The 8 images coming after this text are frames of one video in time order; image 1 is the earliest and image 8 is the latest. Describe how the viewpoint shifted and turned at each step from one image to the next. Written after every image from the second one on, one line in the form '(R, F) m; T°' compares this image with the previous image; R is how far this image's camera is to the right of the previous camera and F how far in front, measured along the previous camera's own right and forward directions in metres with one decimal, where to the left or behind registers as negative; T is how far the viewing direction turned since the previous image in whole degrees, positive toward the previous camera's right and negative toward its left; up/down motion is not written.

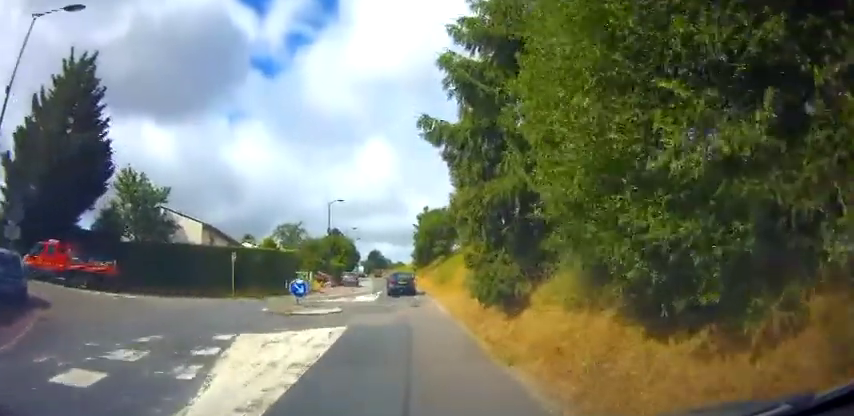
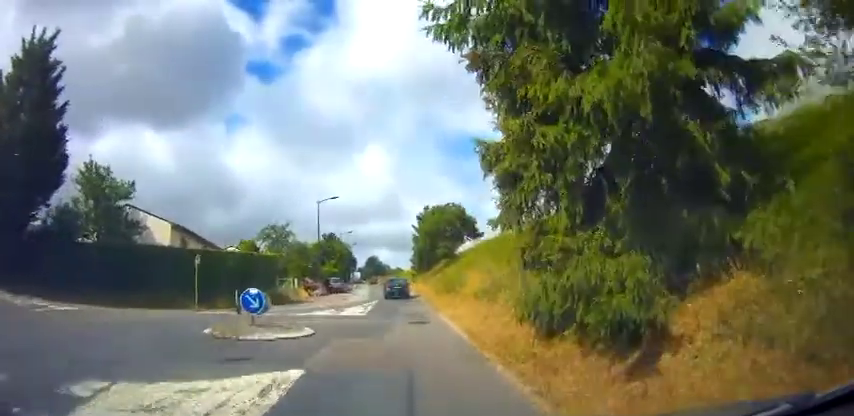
(-0.1, +5.6) m; -4°
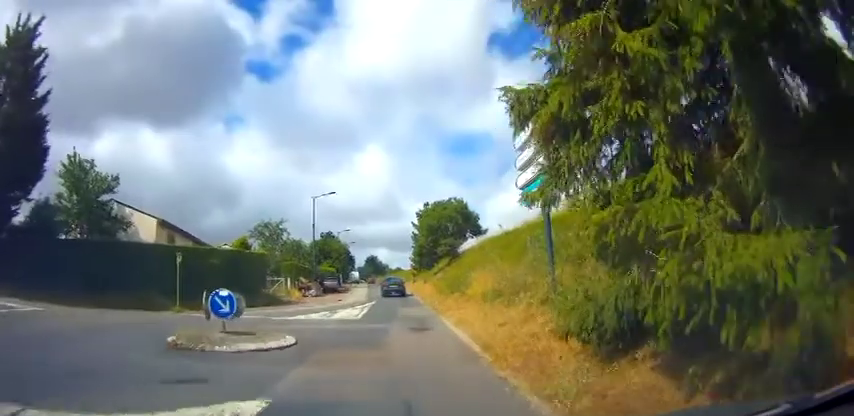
(-0.1, +2.2) m; -2°
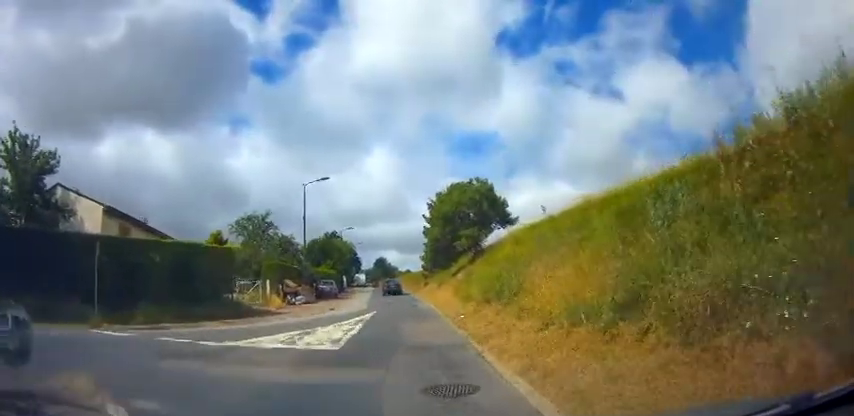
(+0.3, +7.4) m; +1°
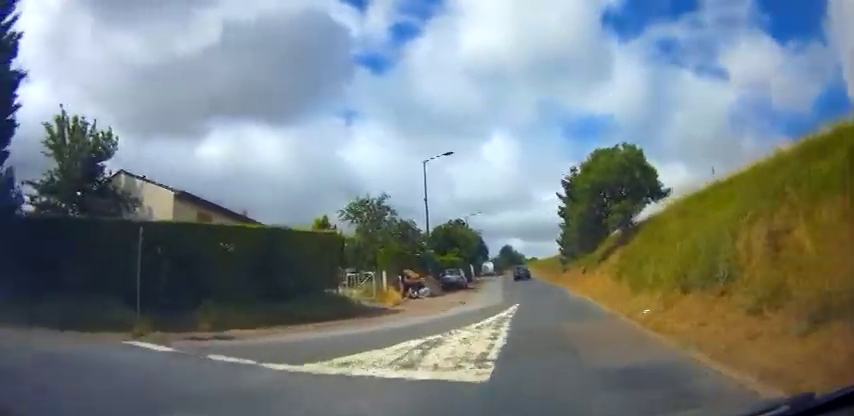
(-0.4, +4.2) m; -17°
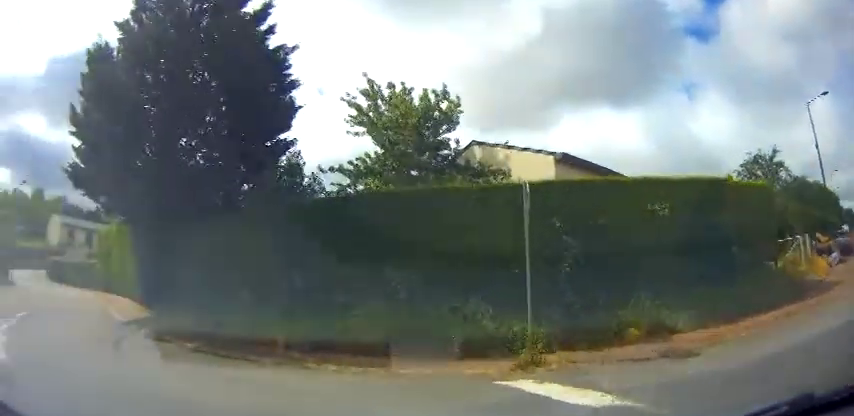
(-1.5, +4.4) m; -38°
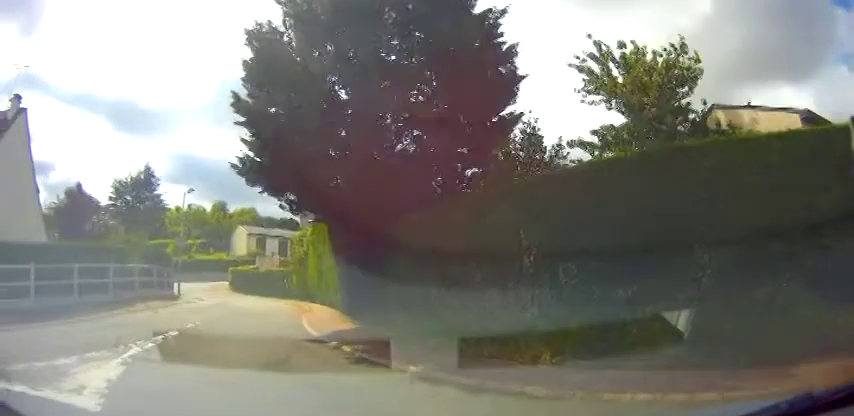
(-0.2, +2.3) m; -22°
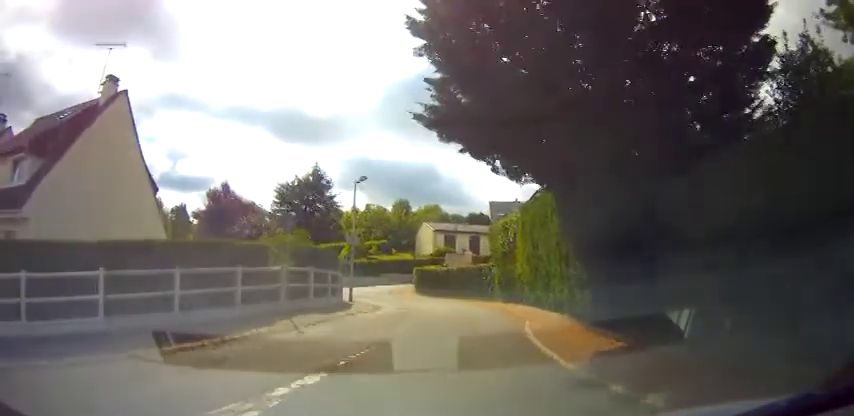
(-1.0, +3.6) m; -20°
